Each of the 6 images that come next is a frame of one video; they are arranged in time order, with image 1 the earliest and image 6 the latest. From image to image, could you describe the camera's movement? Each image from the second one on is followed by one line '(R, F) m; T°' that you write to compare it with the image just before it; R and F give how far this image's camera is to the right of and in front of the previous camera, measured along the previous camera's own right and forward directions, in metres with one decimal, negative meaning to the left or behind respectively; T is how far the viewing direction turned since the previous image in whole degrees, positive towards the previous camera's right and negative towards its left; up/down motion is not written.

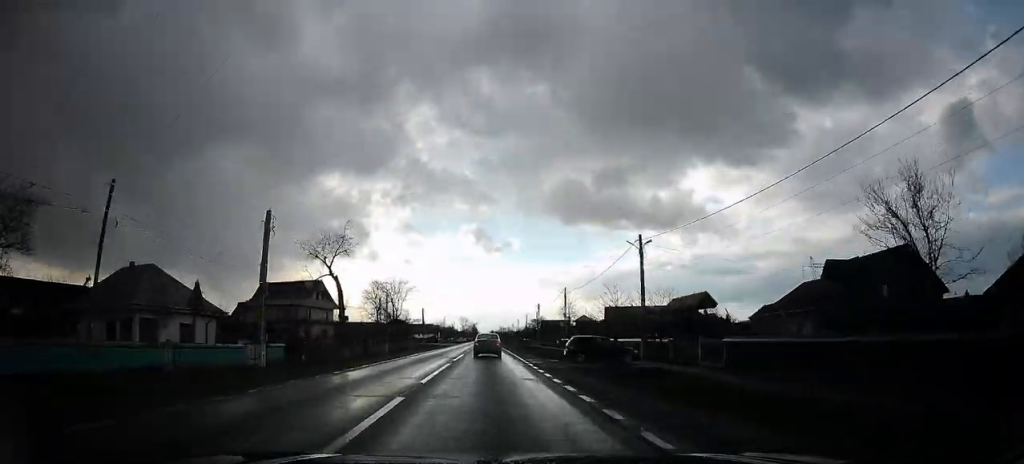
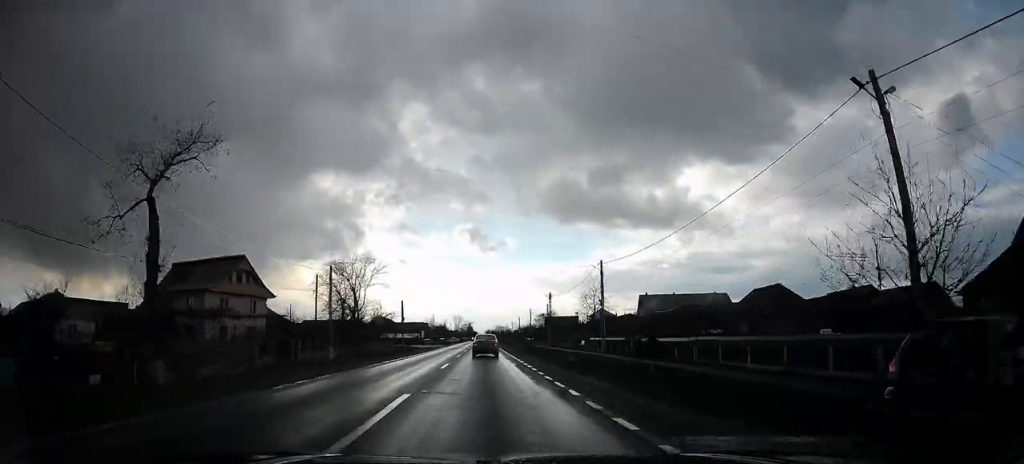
(-0.6, +23.5) m; +1°
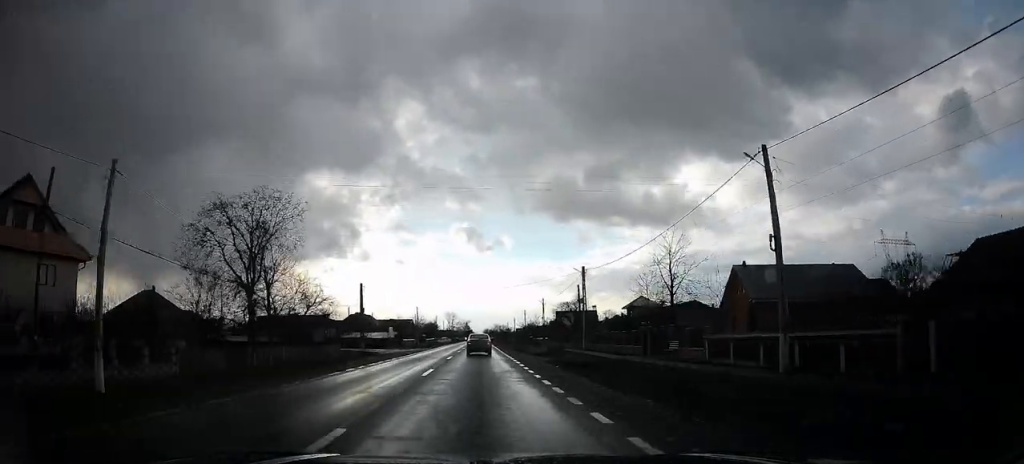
(+1.0, +28.4) m; 0°
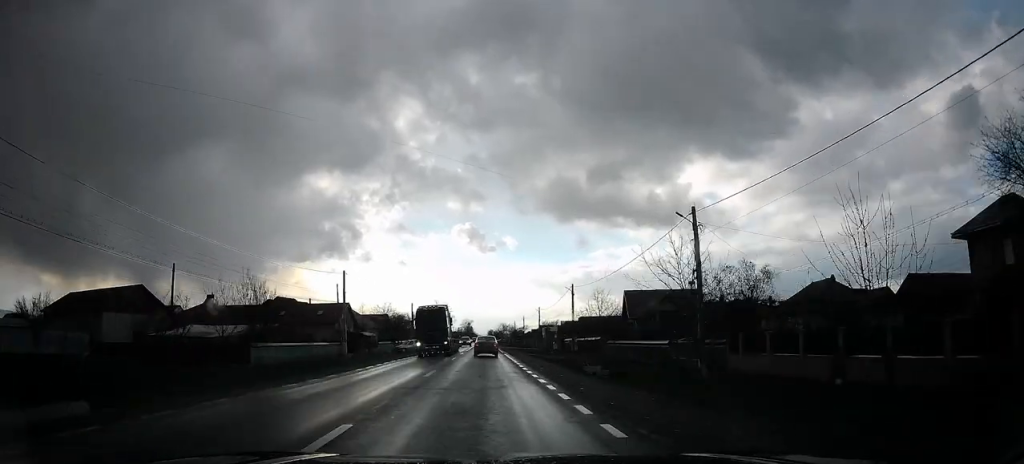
(-1.3, +59.1) m; -4°
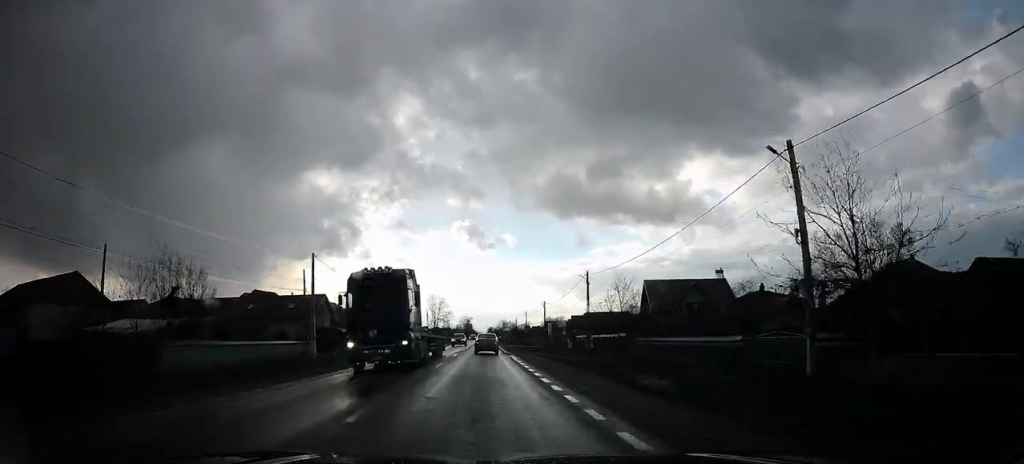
(0.0, +9.0) m; +1°
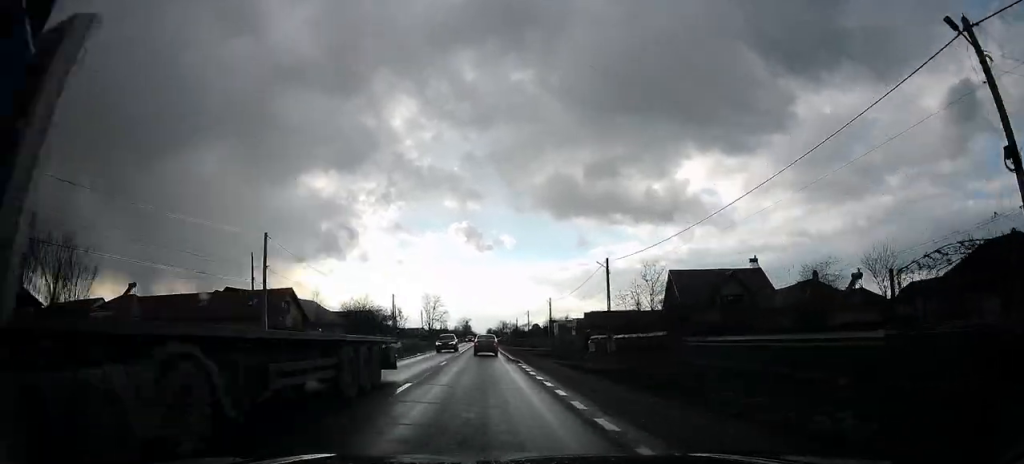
(-0.3, +9.0) m; +1°
